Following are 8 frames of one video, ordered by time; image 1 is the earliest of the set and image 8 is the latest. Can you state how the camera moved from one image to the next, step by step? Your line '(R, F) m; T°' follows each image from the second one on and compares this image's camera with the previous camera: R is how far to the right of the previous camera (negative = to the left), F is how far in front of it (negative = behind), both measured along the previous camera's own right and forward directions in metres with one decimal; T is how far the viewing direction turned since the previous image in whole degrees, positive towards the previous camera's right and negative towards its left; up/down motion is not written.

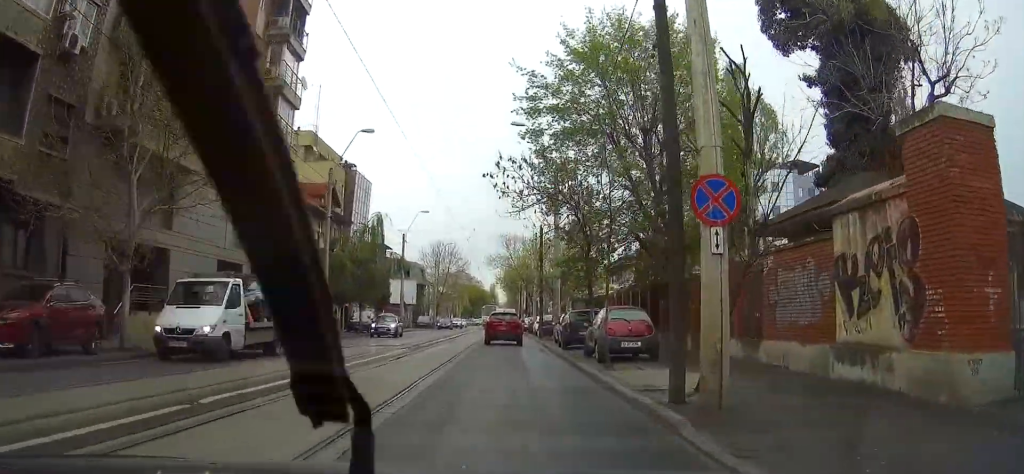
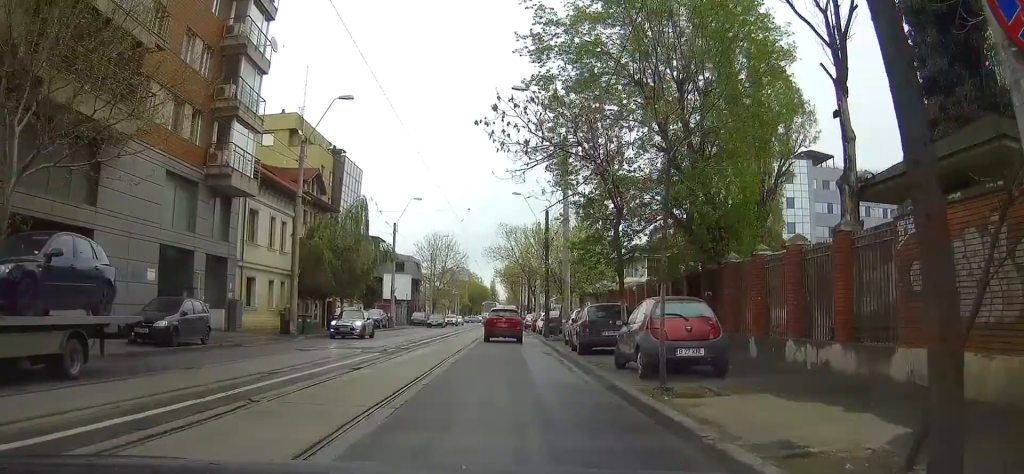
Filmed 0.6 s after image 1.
(+0.1, +5.8) m; 0°
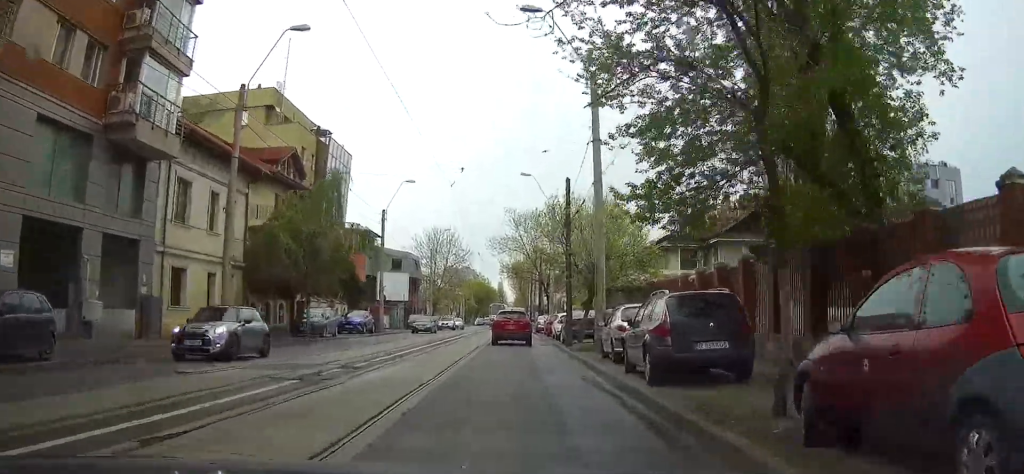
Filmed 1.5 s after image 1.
(-0.1, +9.3) m; -1°
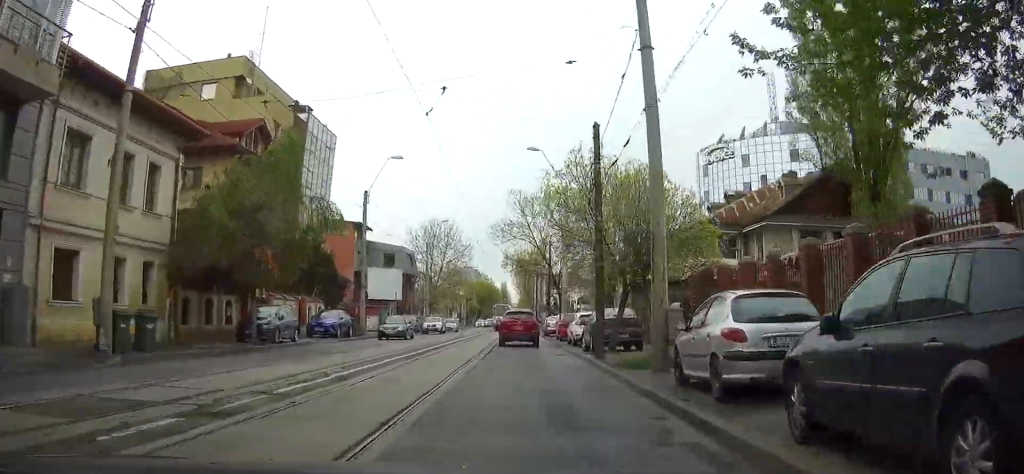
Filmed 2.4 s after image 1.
(-0.1, +8.4) m; -1°
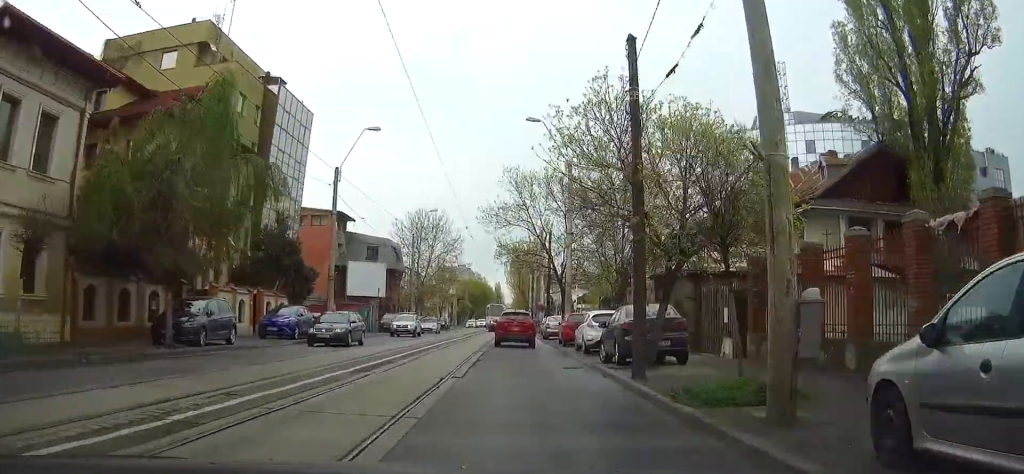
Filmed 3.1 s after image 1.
(0.0, +7.0) m; 0°
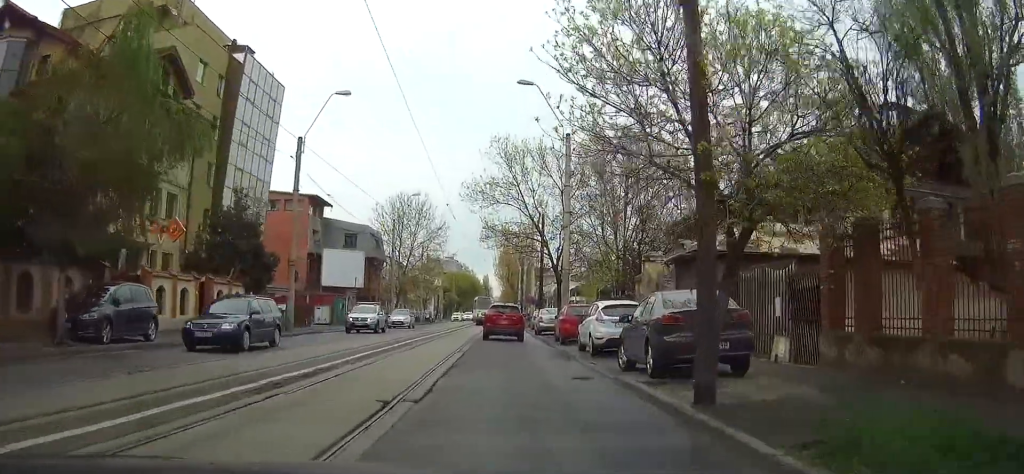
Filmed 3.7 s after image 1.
(0.0, +5.3) m; +1°
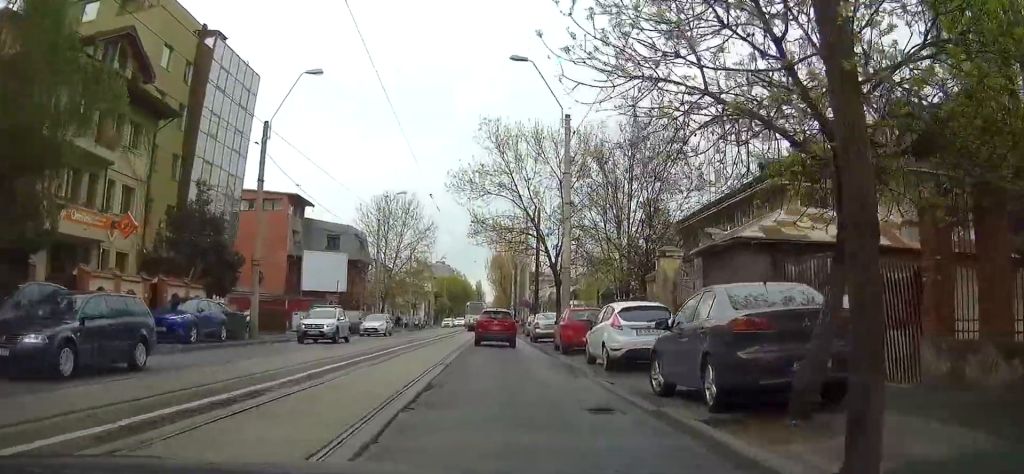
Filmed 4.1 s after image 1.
(+0.1, +4.0) m; 0°
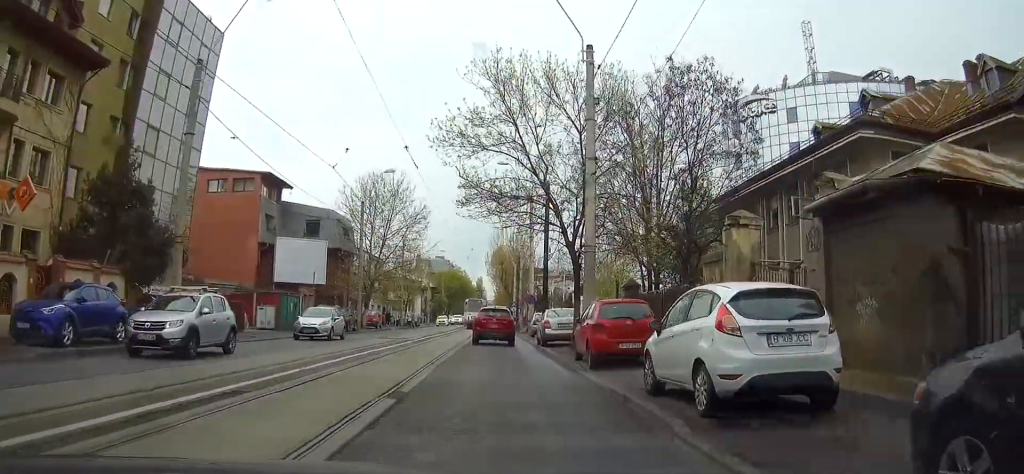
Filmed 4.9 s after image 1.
(+0.1, +7.4) m; 0°
